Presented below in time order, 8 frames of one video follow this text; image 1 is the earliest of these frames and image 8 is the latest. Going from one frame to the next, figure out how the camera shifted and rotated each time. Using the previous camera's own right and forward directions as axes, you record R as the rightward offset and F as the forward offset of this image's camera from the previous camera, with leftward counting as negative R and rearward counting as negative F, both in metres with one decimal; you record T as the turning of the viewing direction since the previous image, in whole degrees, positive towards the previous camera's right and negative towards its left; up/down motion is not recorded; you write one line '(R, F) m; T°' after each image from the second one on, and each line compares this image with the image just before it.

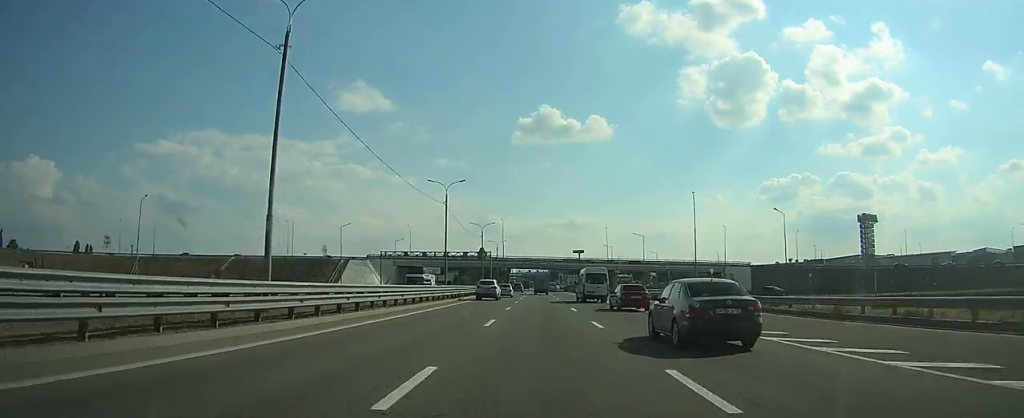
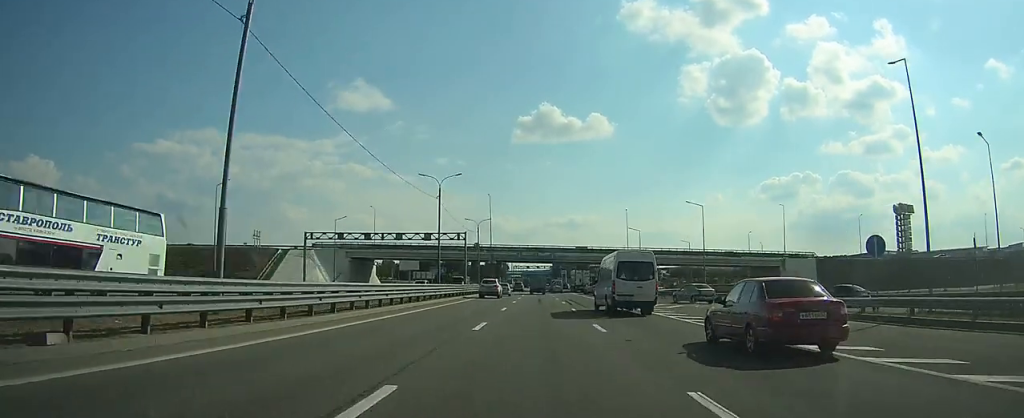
(+0.1, +39.1) m; +1°
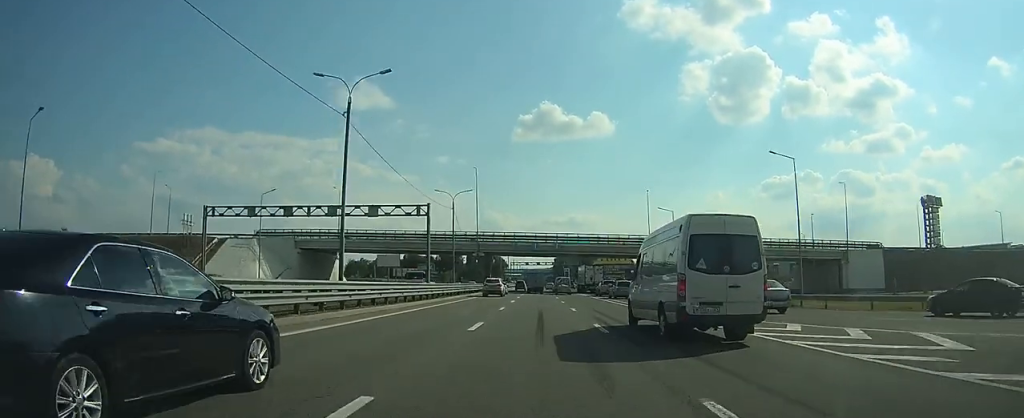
(+0.1, +25.3) m; 0°
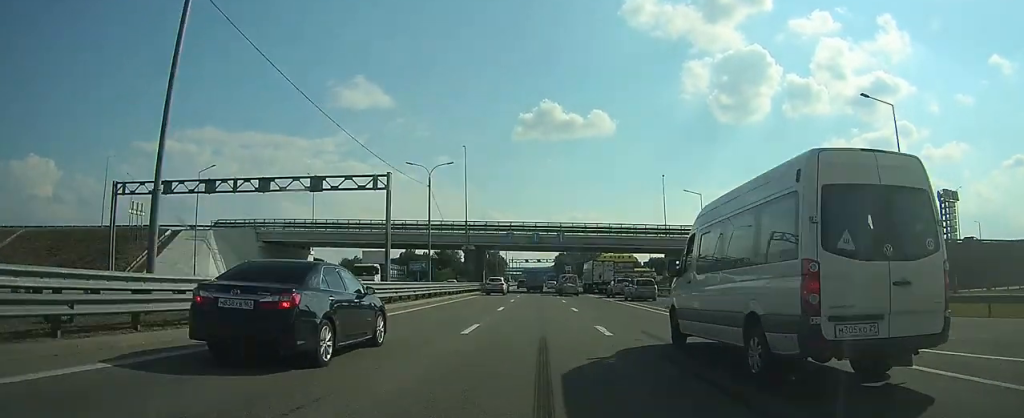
(0.0, +14.2) m; 0°
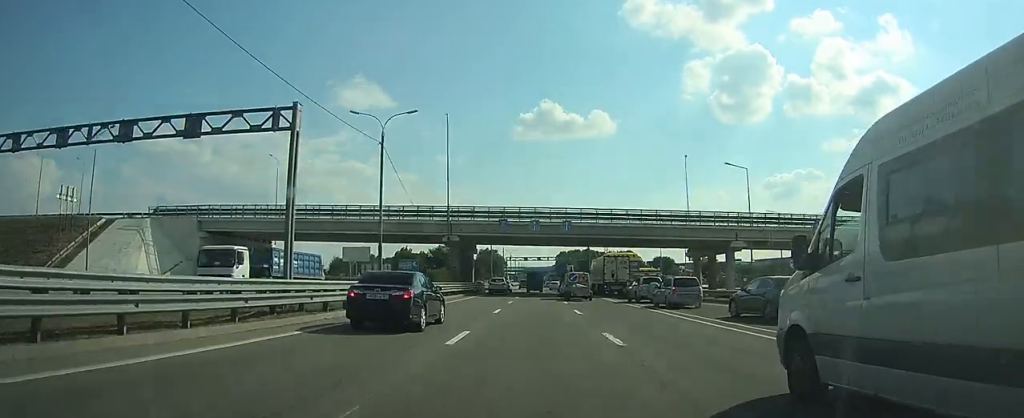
(0.0, +16.2) m; 0°
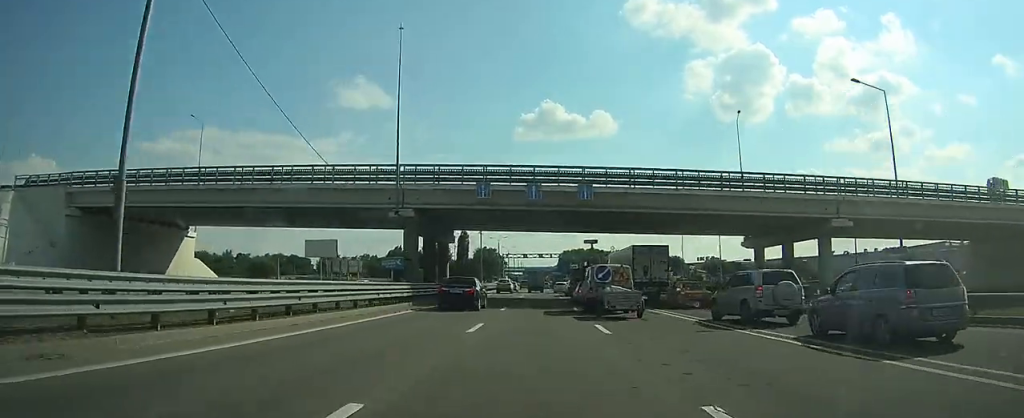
(0.0, +24.3) m; 0°
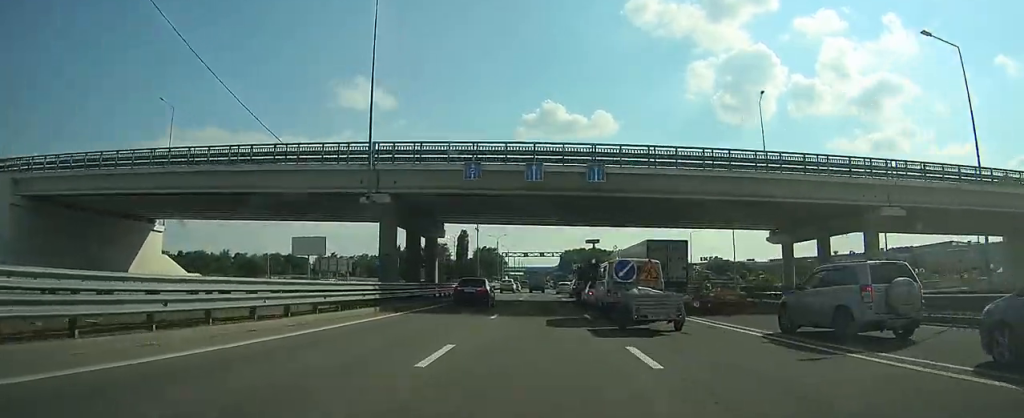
(0.0, +7.3) m; 0°
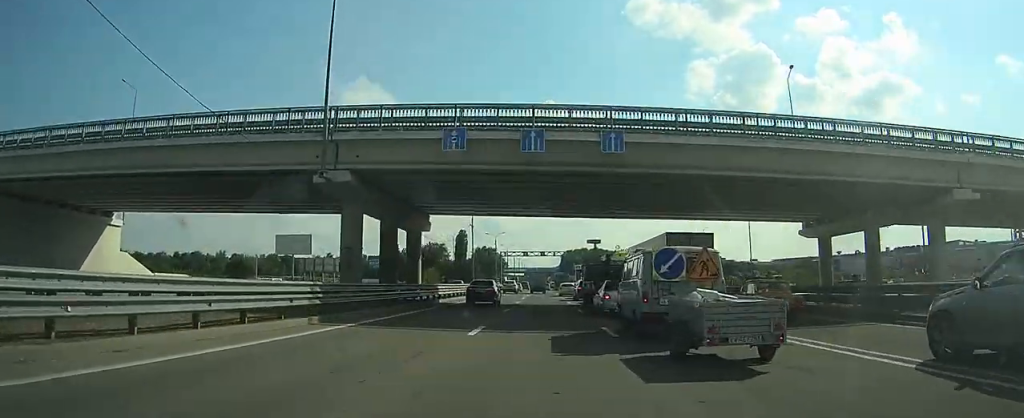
(0.0, +7.5) m; 0°
